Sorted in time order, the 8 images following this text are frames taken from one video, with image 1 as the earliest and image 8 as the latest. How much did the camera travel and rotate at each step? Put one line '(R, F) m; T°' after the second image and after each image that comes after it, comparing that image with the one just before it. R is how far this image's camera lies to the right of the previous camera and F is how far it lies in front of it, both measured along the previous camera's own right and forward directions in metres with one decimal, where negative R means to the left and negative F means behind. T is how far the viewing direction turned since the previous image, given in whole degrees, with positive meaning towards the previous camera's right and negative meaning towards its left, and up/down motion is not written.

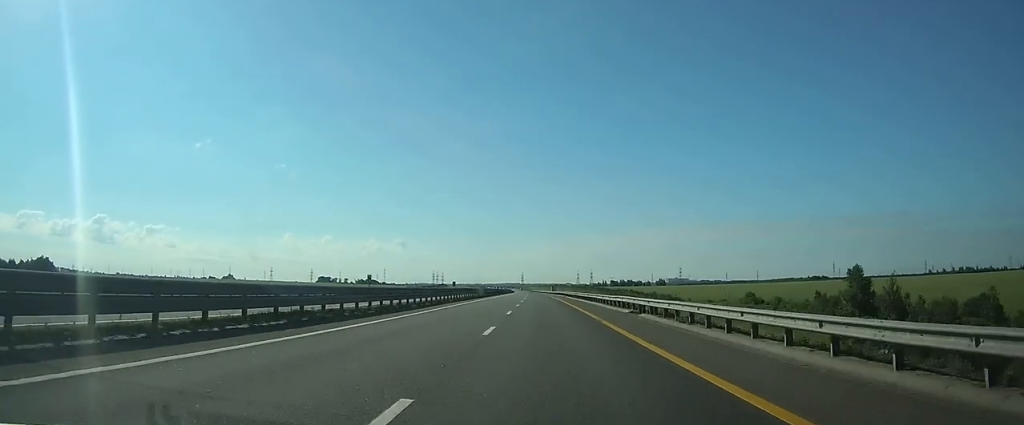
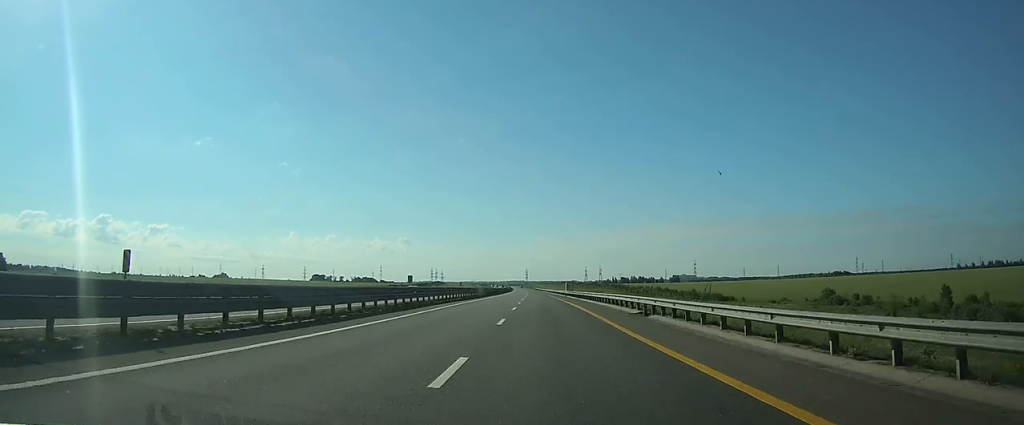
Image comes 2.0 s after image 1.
(-0.6, +67.0) m; -1°
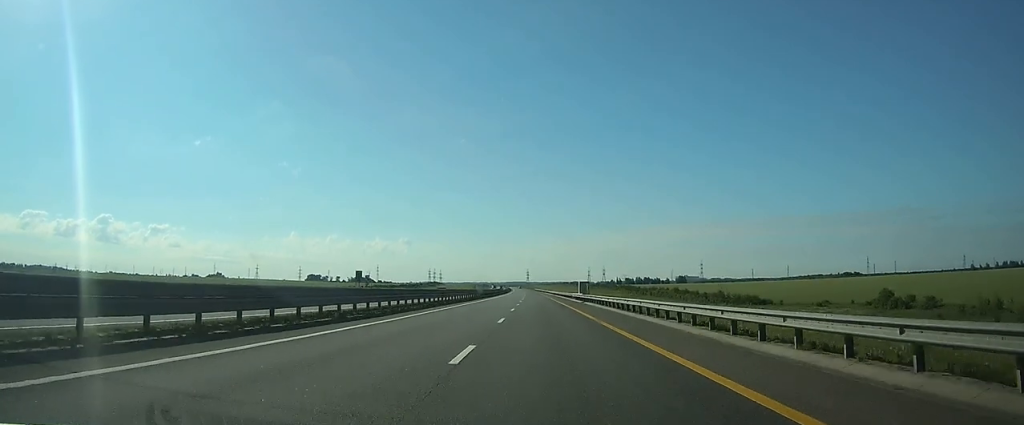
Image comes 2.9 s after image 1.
(-0.1, +33.0) m; 0°
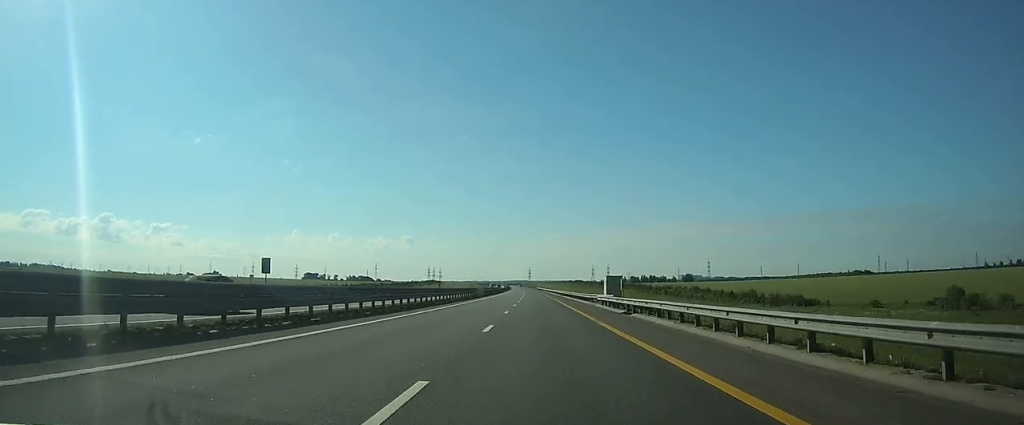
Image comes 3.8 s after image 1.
(0.0, +28.5) m; 0°
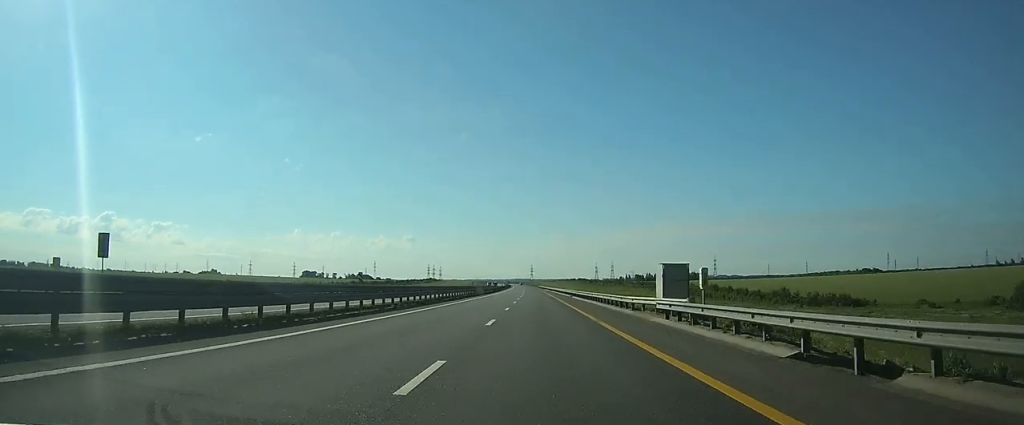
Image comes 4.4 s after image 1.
(0.0, +21.7) m; 0°
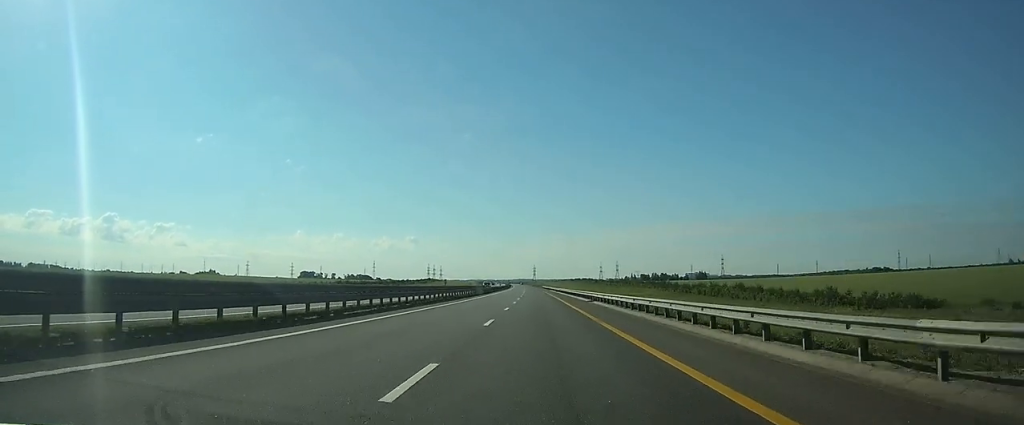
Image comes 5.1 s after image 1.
(0.0, +24.1) m; 0°
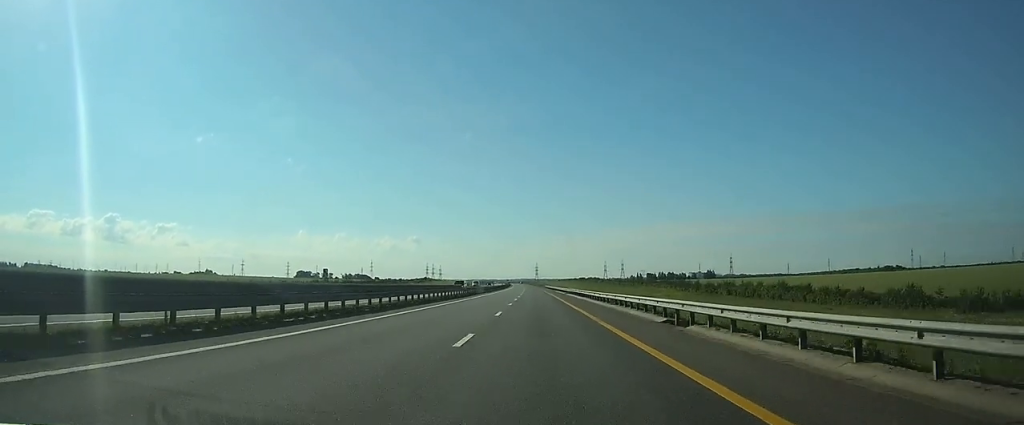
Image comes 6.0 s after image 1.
(-0.1, +29.9) m; 0°
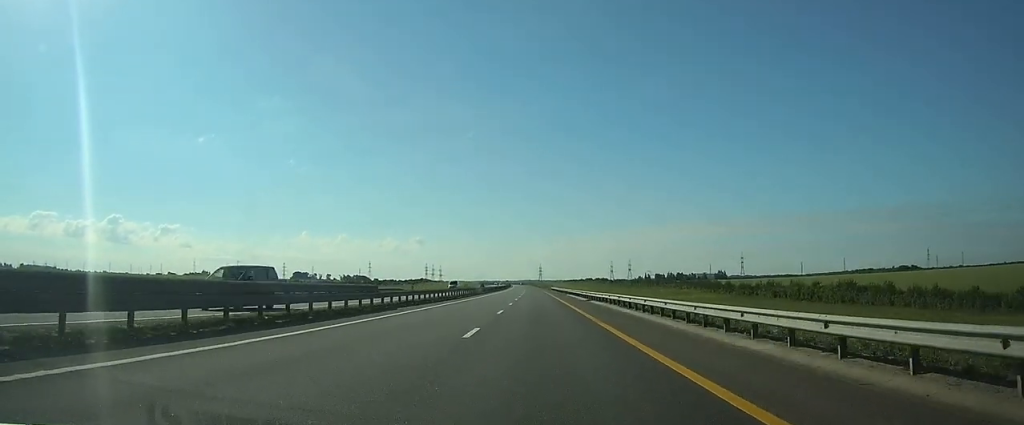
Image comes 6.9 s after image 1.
(-0.1, +33.3) m; 0°
